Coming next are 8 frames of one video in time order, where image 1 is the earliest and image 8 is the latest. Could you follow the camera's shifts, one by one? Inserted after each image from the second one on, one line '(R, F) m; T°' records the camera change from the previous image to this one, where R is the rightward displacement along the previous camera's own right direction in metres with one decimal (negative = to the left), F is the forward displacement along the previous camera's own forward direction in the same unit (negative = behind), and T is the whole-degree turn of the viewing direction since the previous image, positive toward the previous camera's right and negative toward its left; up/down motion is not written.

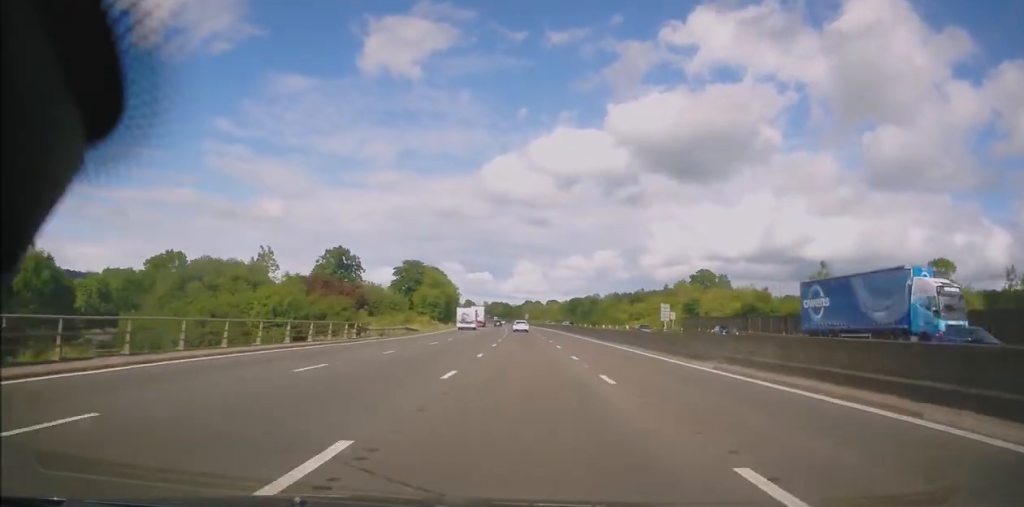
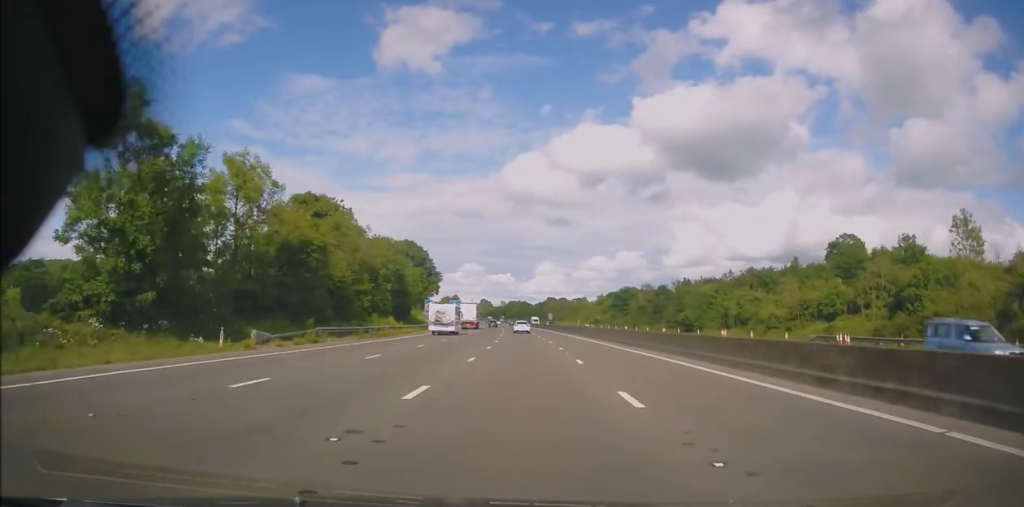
(-0.6, +84.5) m; -1°
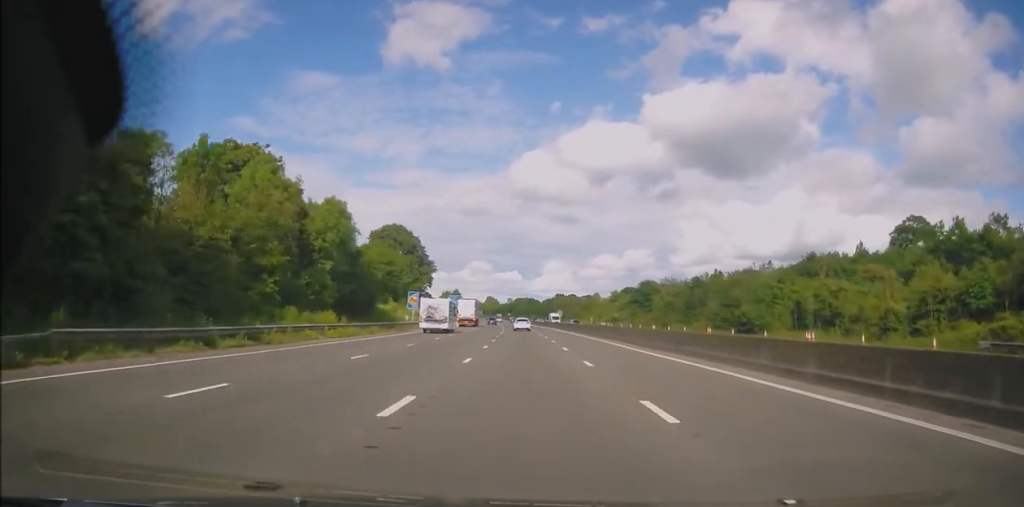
(-0.6, +21.5) m; -1°
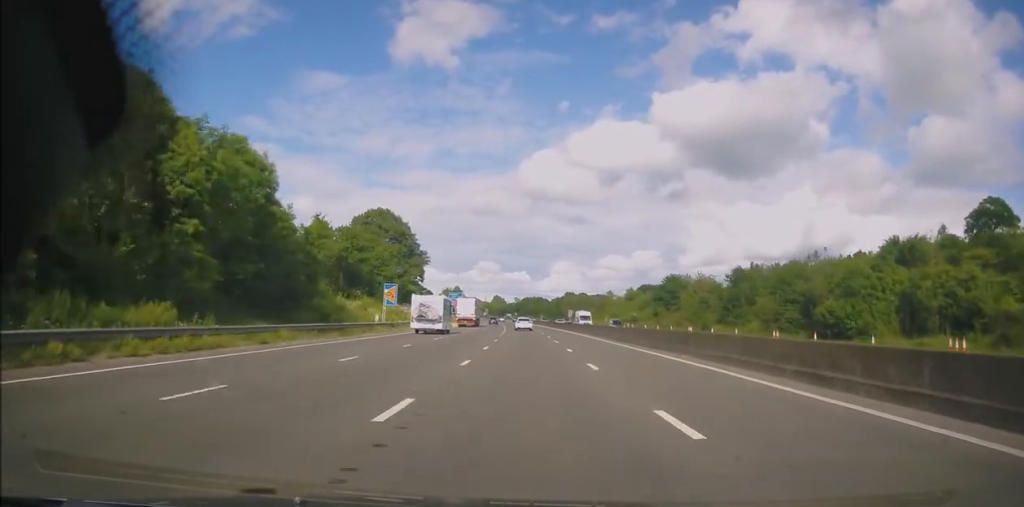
(-0.1, +19.2) m; -1°
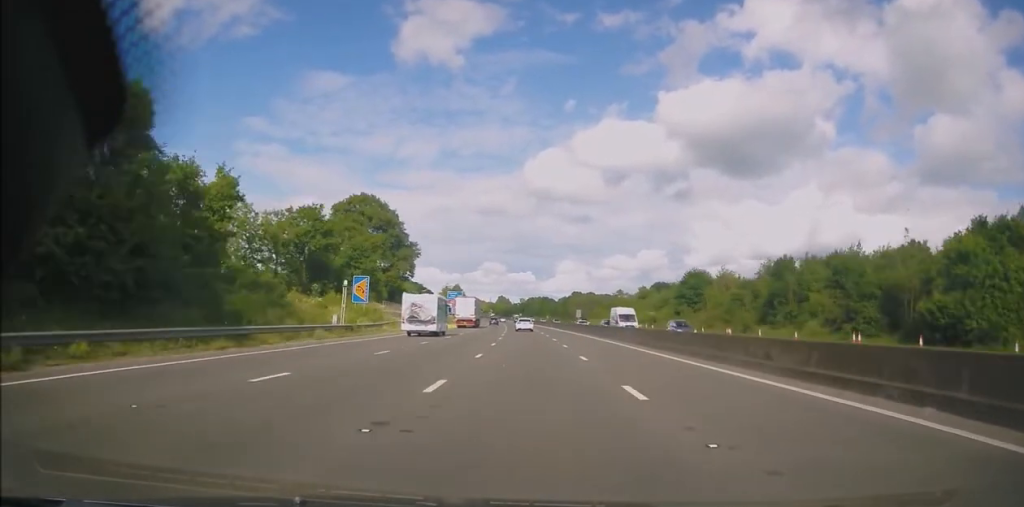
(+0.3, +14.6) m; -1°
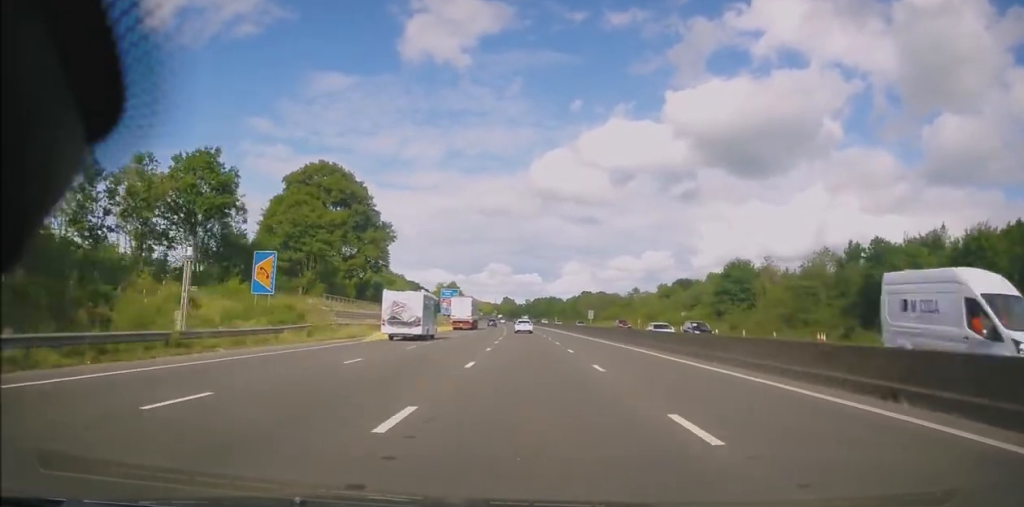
(-0.2, +22.4) m; -1°
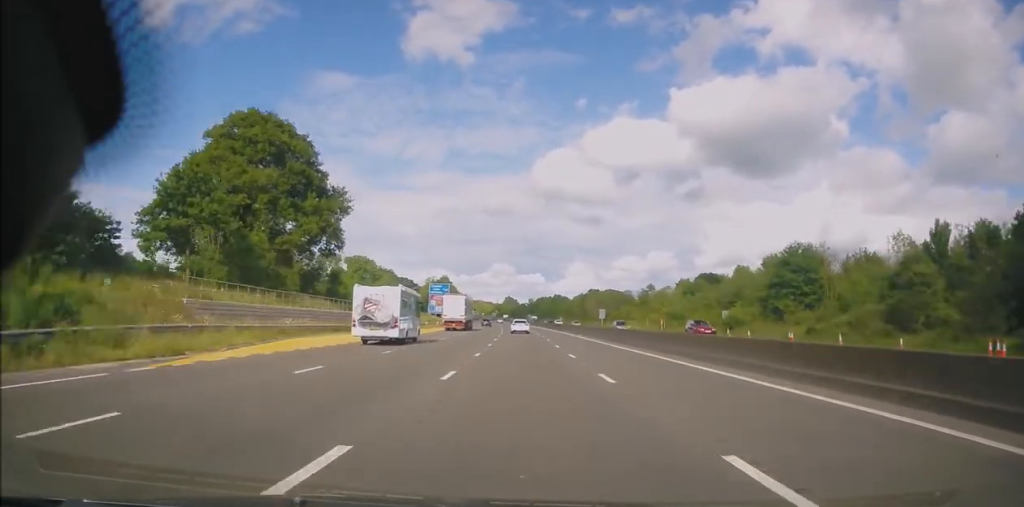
(-0.6, +21.2) m; -1°
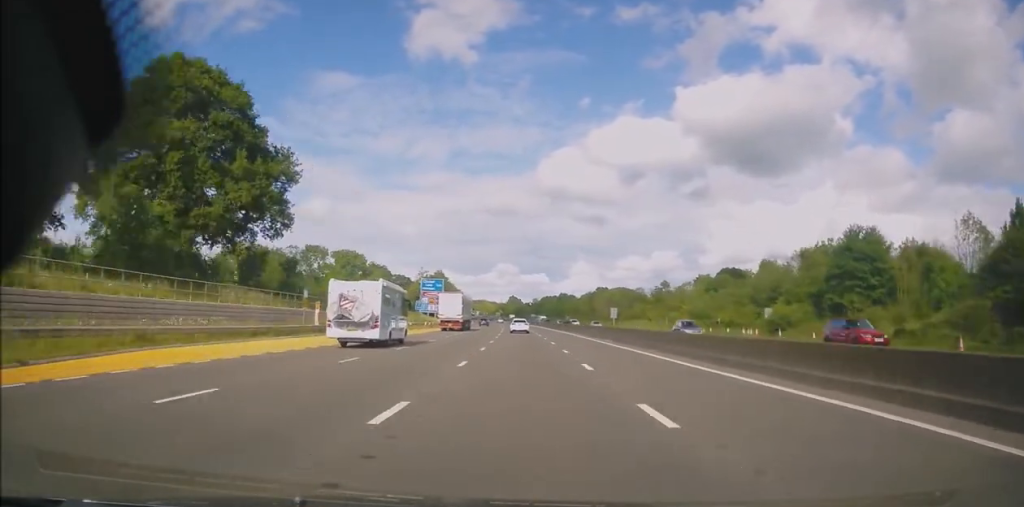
(+0.2, +14.4) m; 0°
